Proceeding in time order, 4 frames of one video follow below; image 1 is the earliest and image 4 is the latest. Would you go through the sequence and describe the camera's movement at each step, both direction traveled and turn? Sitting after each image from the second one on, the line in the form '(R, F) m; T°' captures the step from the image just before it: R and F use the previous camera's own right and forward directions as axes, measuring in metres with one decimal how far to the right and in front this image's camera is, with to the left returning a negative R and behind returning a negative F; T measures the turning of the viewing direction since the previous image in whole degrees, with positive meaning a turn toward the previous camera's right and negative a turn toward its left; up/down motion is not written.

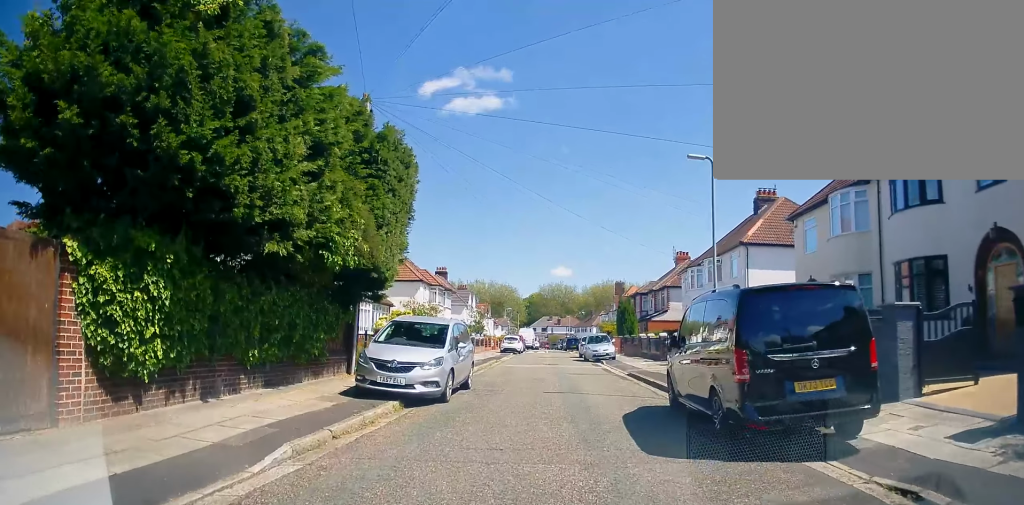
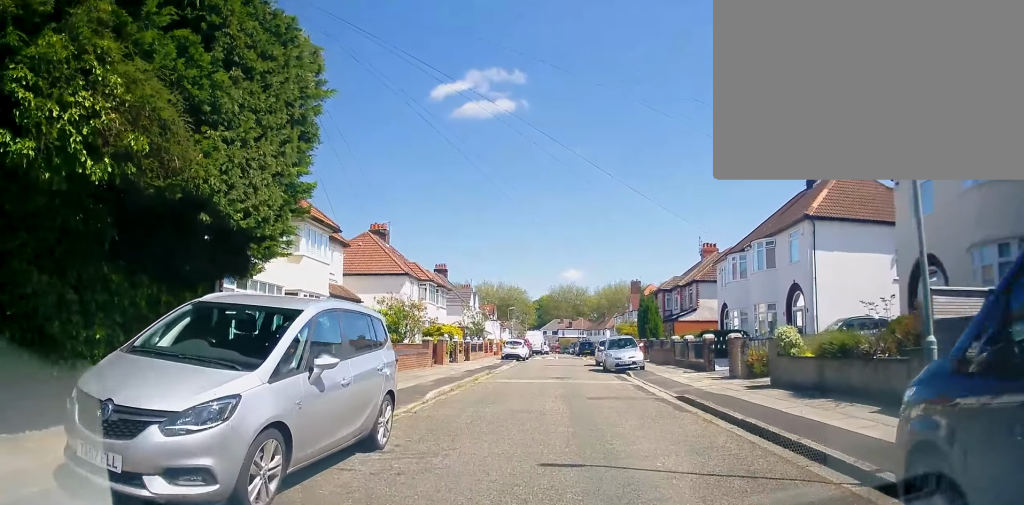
(-0.1, +7.7) m; +5°
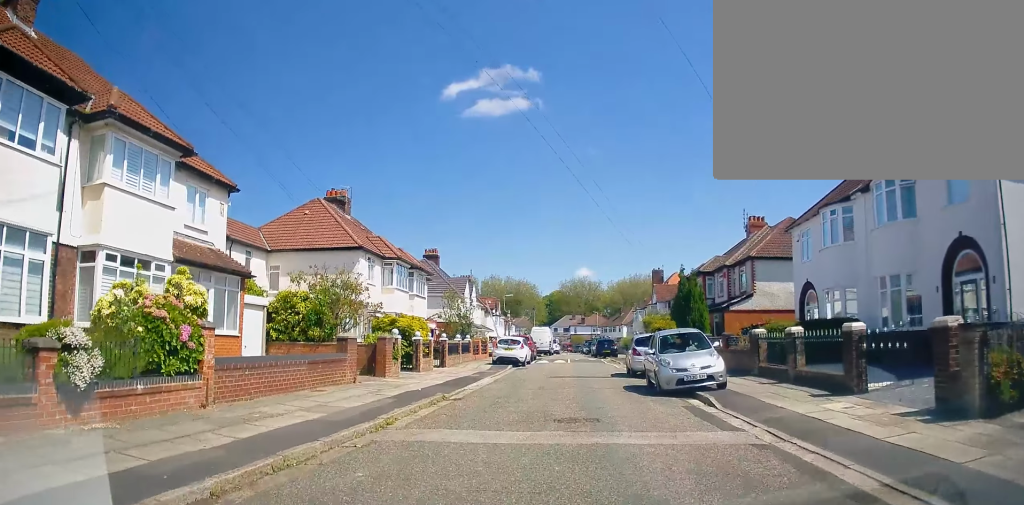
(0.0, +11.2) m; -5°
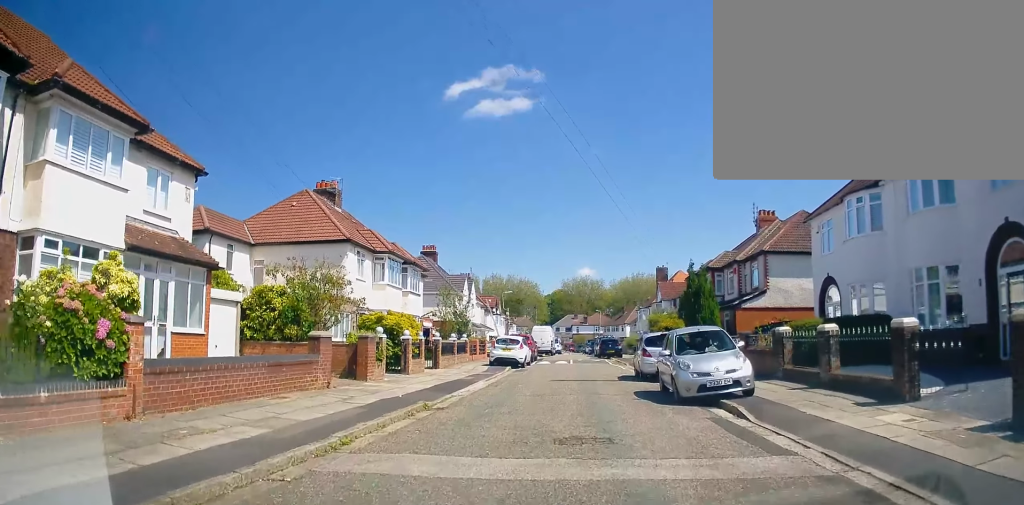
(0.0, +2.0) m; +1°
